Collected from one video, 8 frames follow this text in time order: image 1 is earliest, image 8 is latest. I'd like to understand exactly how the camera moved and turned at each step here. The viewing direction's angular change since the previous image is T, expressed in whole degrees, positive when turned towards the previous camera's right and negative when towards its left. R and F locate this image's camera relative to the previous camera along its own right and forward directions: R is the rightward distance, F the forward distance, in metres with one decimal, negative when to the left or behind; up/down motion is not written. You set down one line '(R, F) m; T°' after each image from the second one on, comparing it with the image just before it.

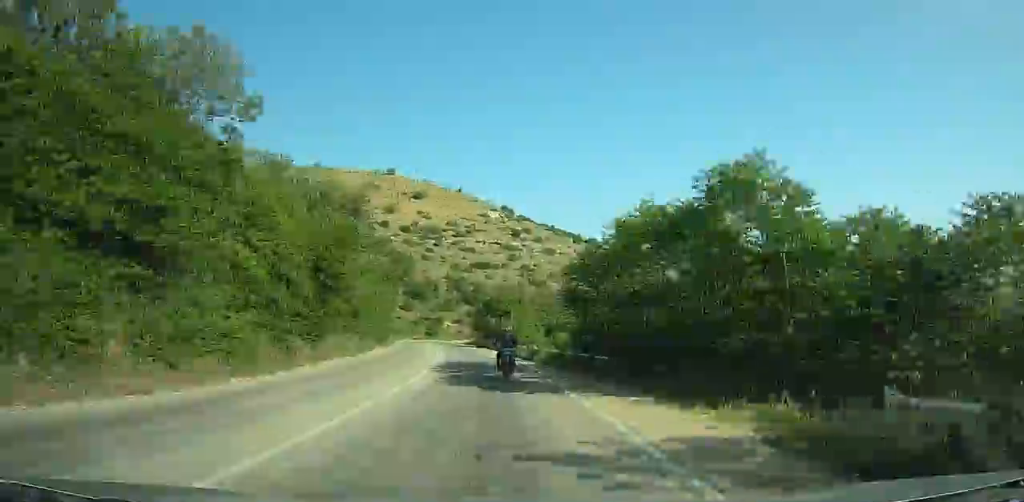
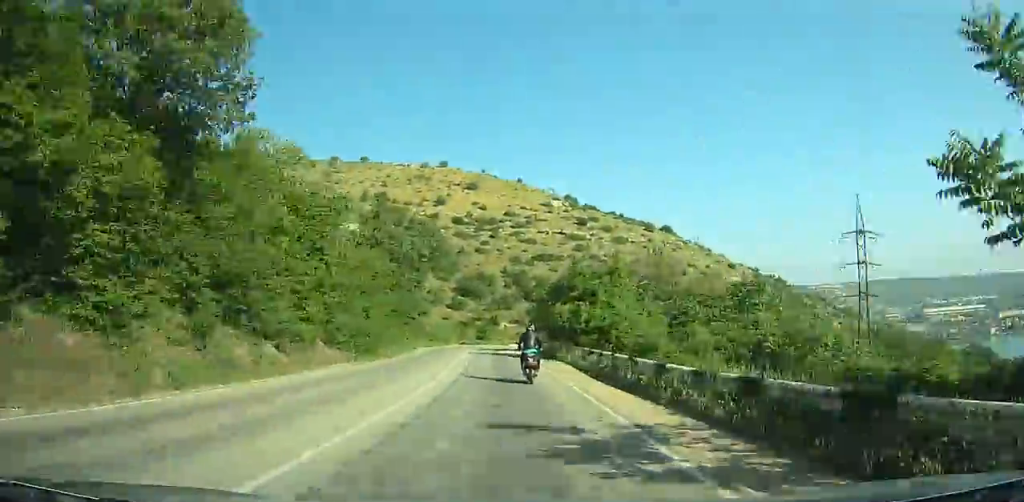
(0.0, +24.4) m; 0°
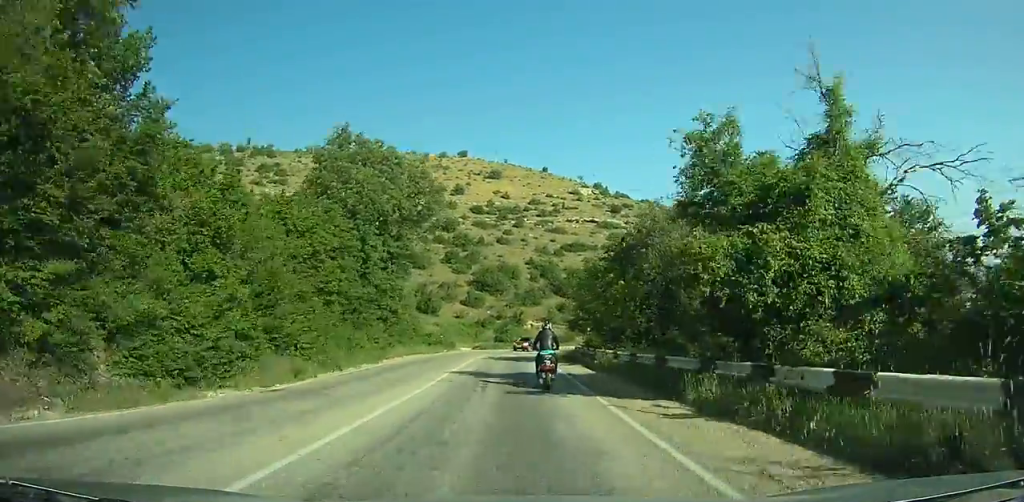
(0.0, +19.8) m; 0°
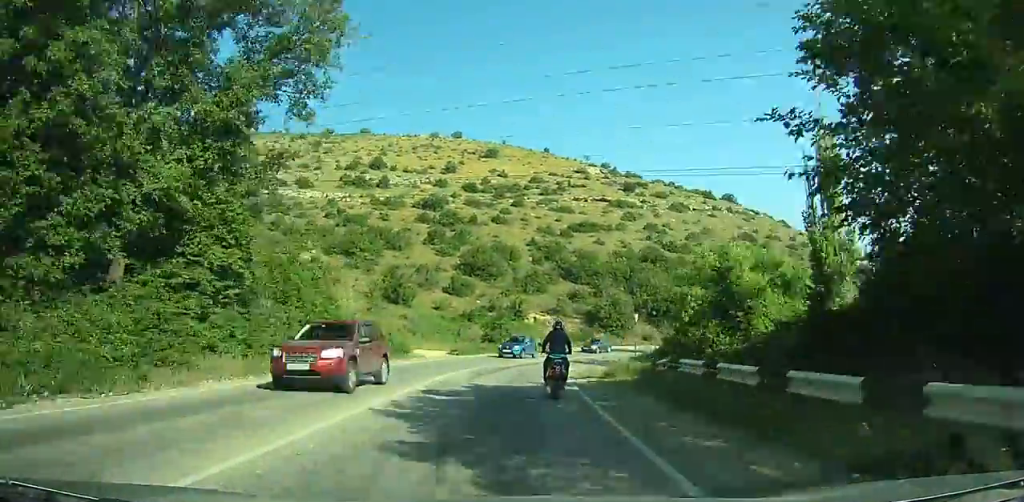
(0.0, +24.1) m; 0°
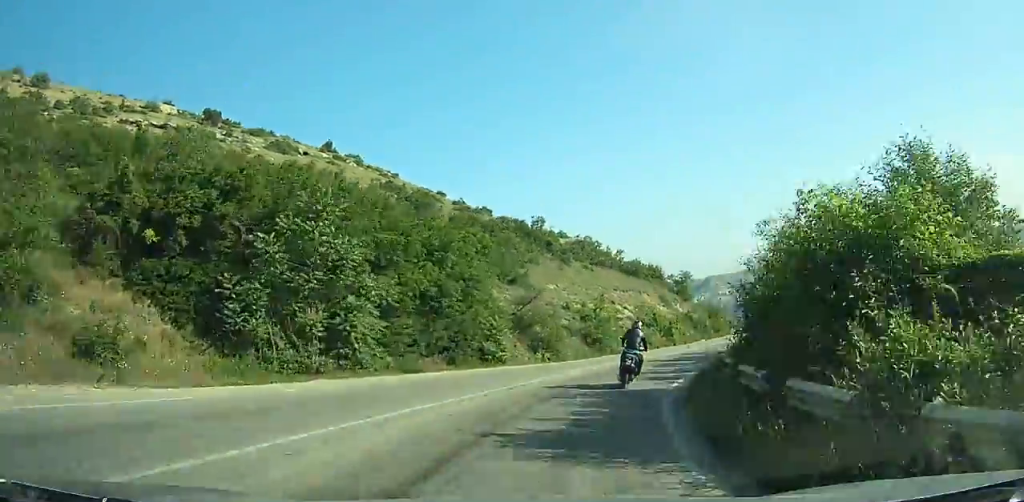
(0.0, +65.4) m; +19°
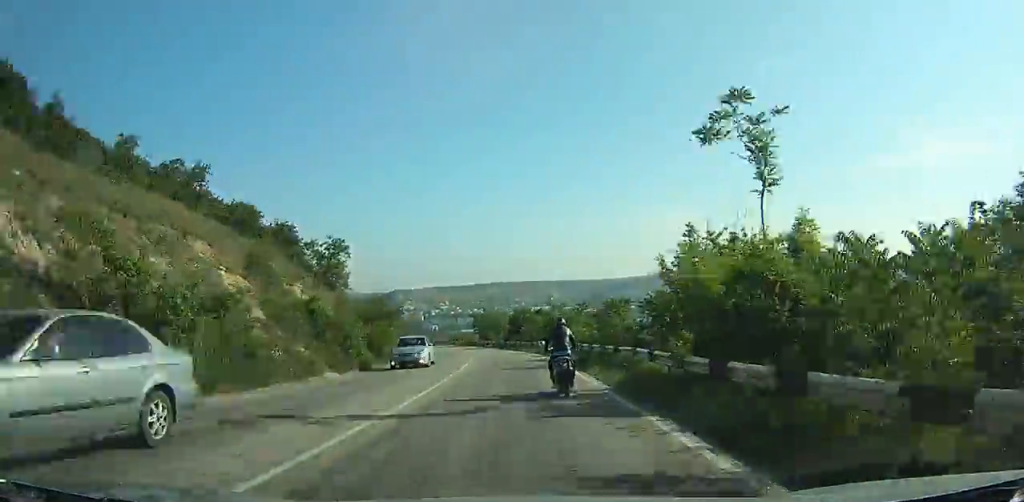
(+10.8, +33.5) m; +4°
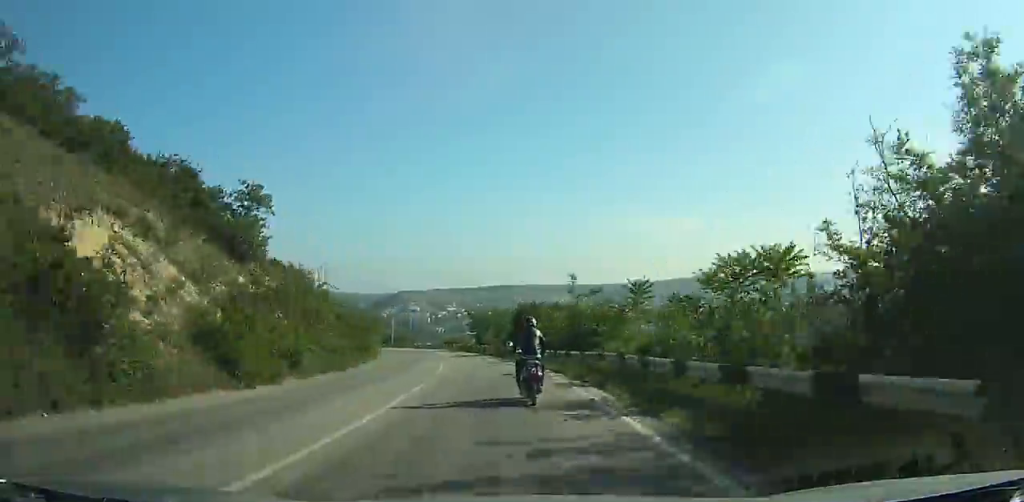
(-4.6, +15.4) m; -10°
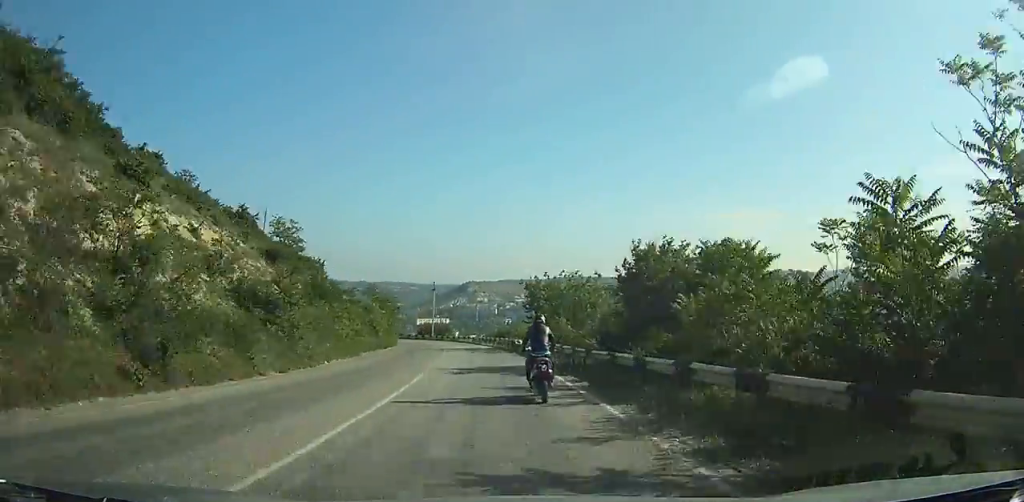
(-3.3, +25.7) m; -7°
